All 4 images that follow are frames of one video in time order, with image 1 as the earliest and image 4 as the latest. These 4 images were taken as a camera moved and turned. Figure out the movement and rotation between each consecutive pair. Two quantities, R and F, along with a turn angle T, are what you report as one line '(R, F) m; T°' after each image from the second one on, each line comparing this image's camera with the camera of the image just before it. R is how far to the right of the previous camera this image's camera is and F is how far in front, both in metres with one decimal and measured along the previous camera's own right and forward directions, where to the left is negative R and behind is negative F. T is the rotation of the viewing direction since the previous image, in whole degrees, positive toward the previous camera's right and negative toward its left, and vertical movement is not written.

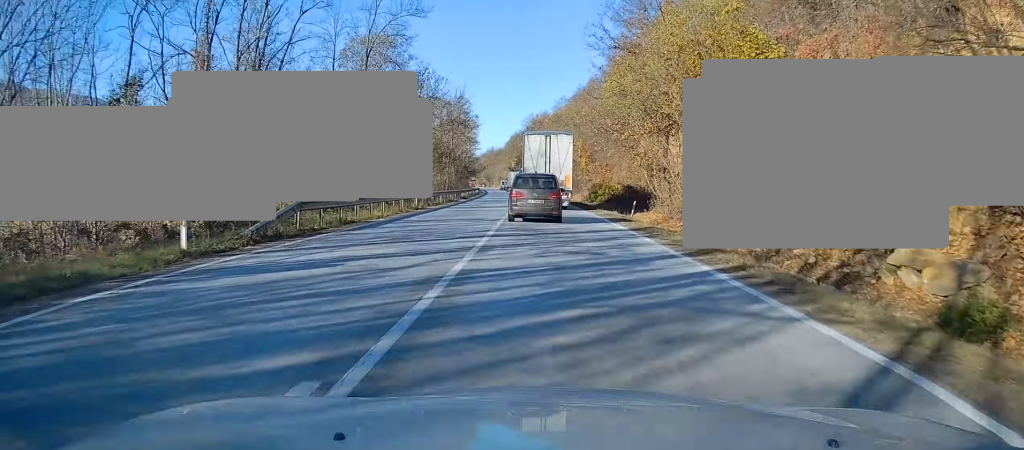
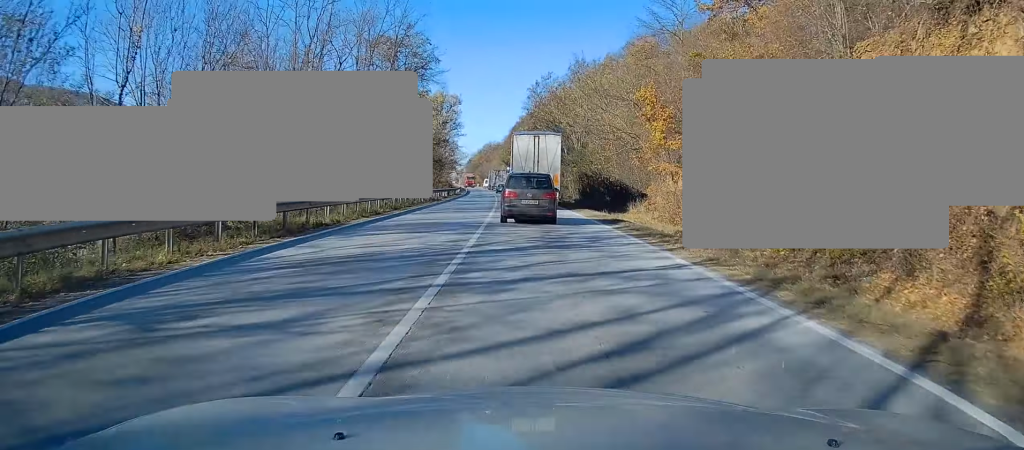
(-0.1, +41.7) m; 0°
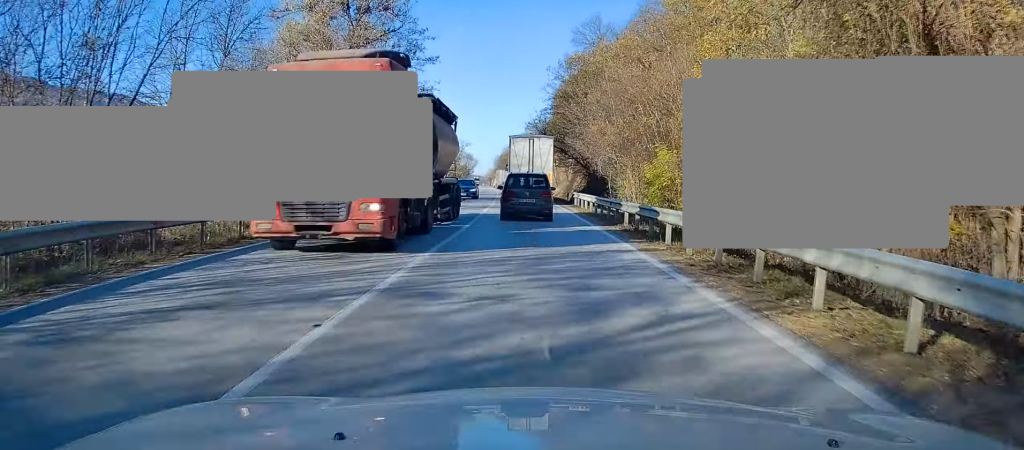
(-1.3, +71.2) m; -2°
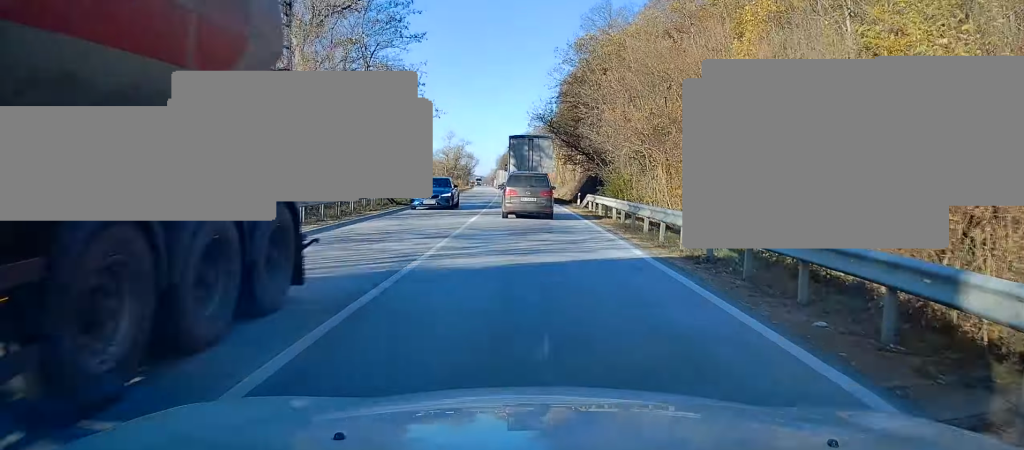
(-0.1, +7.5) m; 0°
